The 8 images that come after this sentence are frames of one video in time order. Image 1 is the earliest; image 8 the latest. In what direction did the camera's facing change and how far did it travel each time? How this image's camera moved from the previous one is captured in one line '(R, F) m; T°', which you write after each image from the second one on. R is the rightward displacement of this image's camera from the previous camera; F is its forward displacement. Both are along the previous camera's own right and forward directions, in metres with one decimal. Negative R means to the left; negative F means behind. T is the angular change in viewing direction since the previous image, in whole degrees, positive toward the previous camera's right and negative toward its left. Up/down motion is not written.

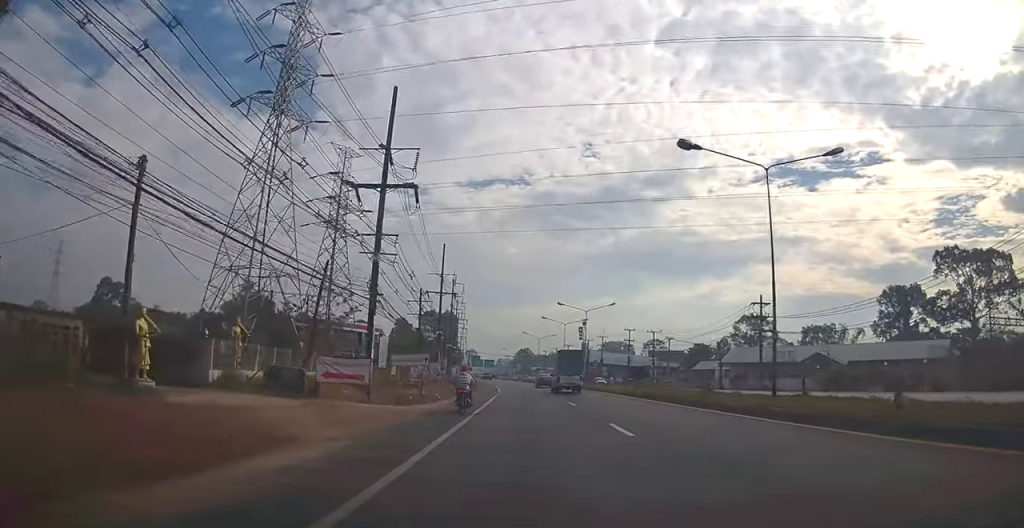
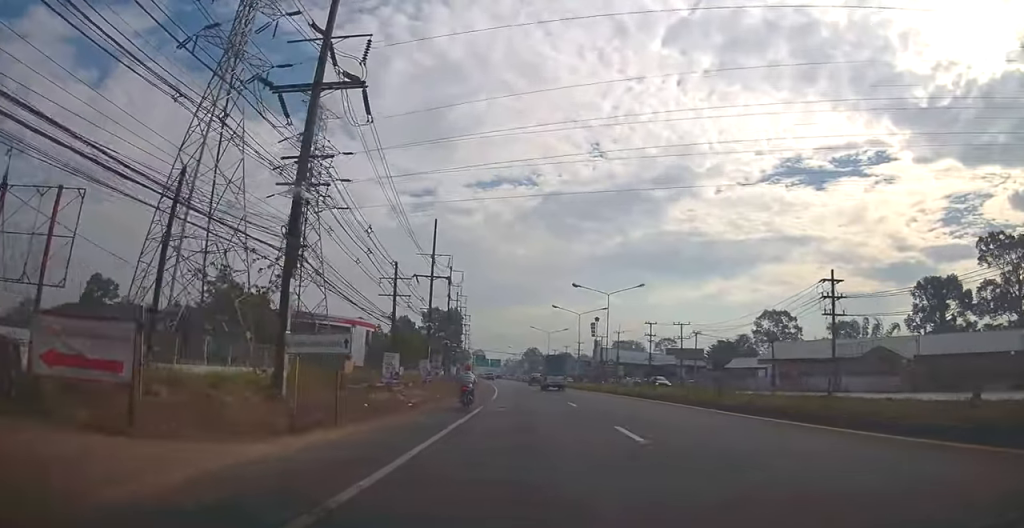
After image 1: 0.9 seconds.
(0.0, +12.3) m; +1°
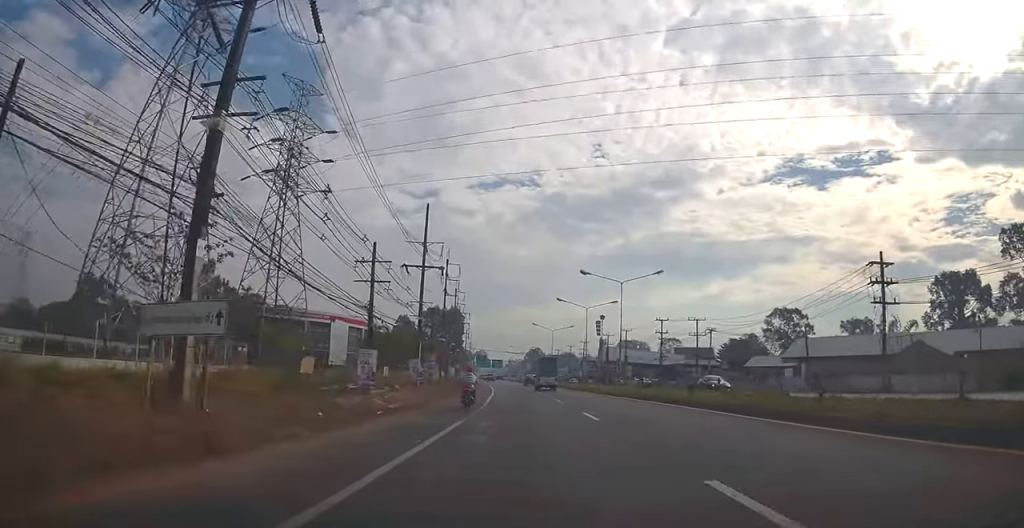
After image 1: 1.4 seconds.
(-0.1, +6.4) m; +1°
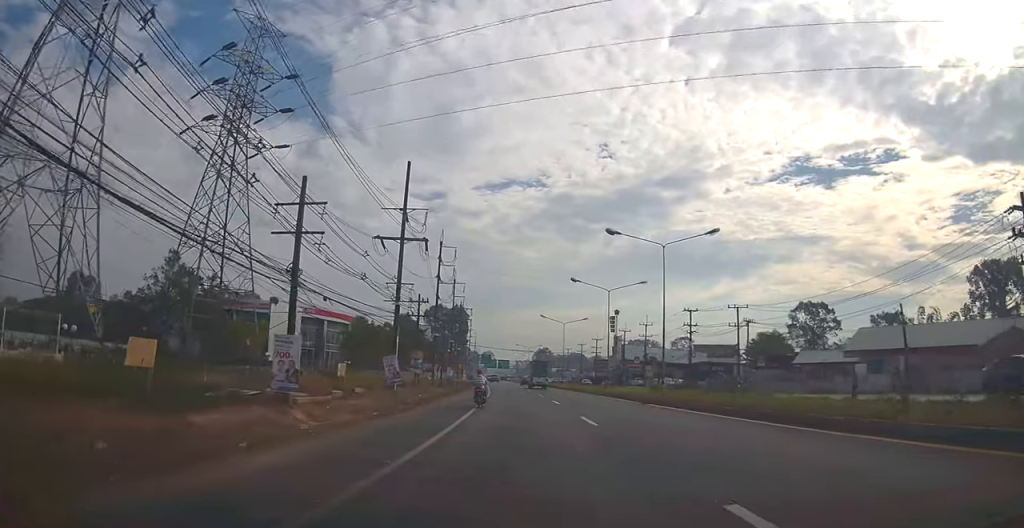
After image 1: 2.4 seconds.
(+0.3, +12.8) m; 0°
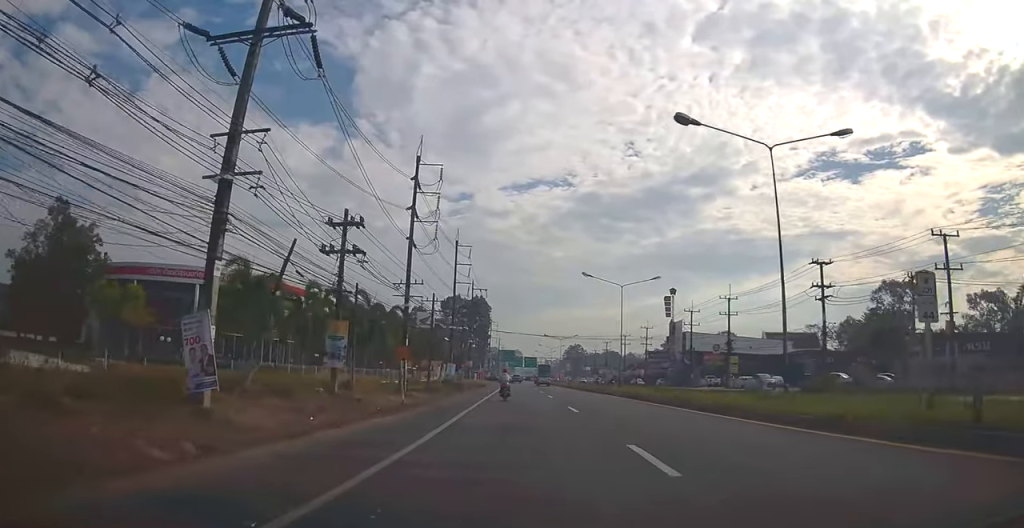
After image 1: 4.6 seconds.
(+0.4, +31.8) m; +2°
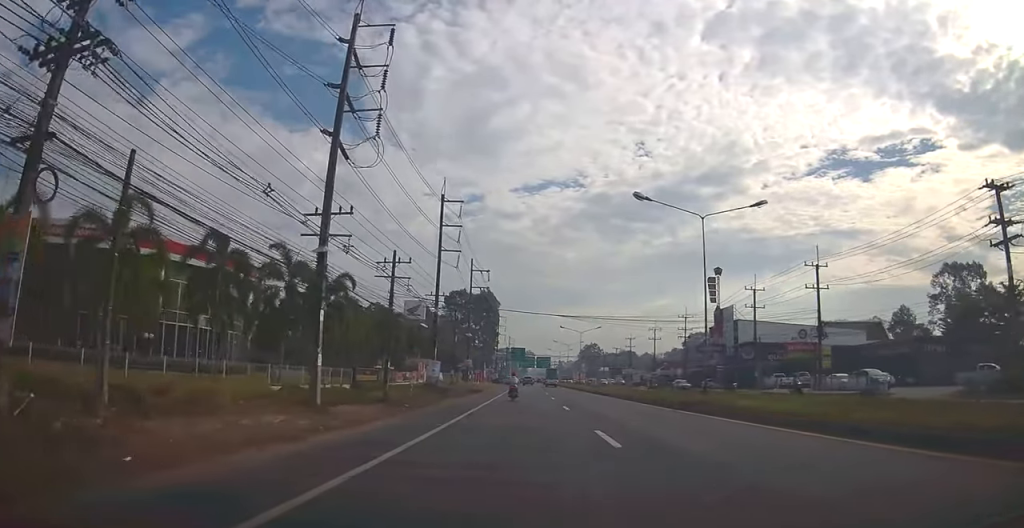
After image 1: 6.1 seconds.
(-0.6, +21.7) m; -4°
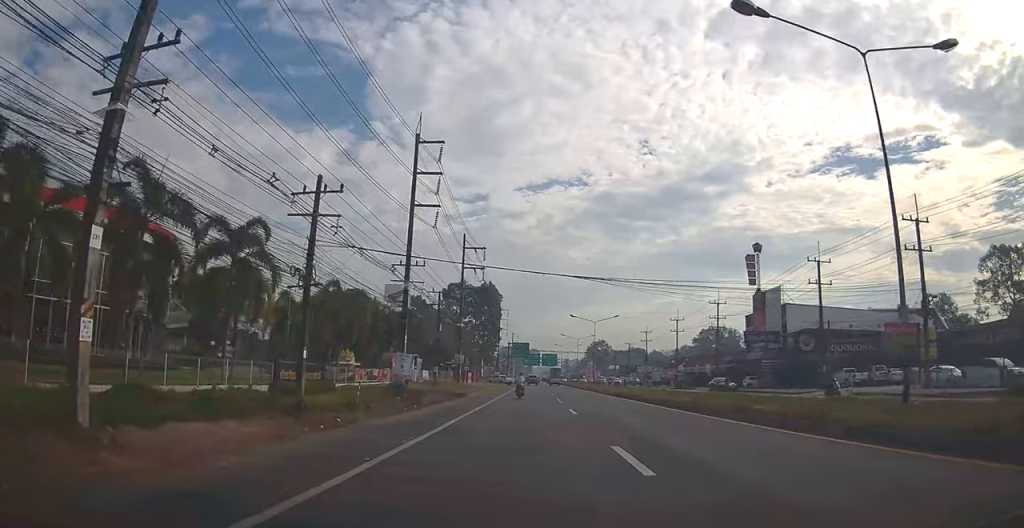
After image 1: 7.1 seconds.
(-0.3, +15.1) m; -1°
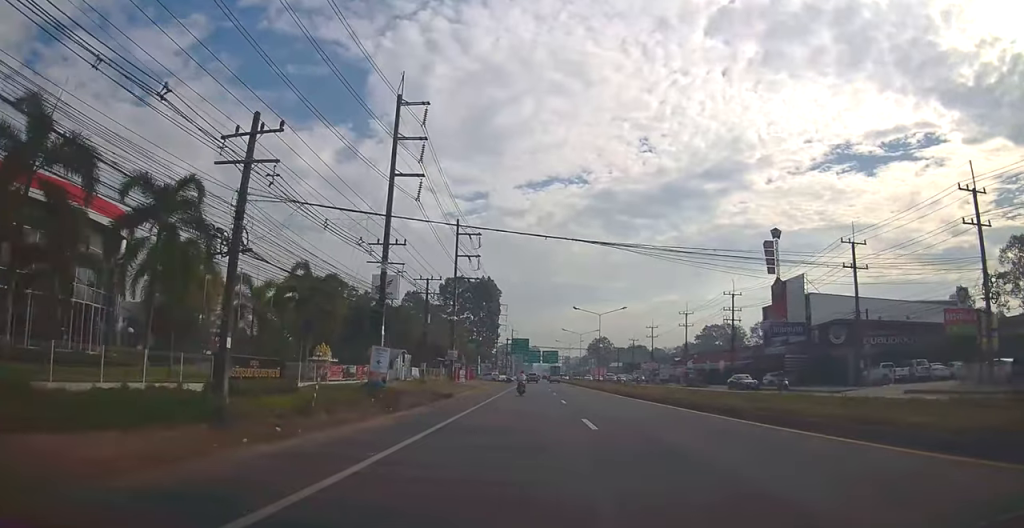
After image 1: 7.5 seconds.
(0.0, +6.3) m; 0°
